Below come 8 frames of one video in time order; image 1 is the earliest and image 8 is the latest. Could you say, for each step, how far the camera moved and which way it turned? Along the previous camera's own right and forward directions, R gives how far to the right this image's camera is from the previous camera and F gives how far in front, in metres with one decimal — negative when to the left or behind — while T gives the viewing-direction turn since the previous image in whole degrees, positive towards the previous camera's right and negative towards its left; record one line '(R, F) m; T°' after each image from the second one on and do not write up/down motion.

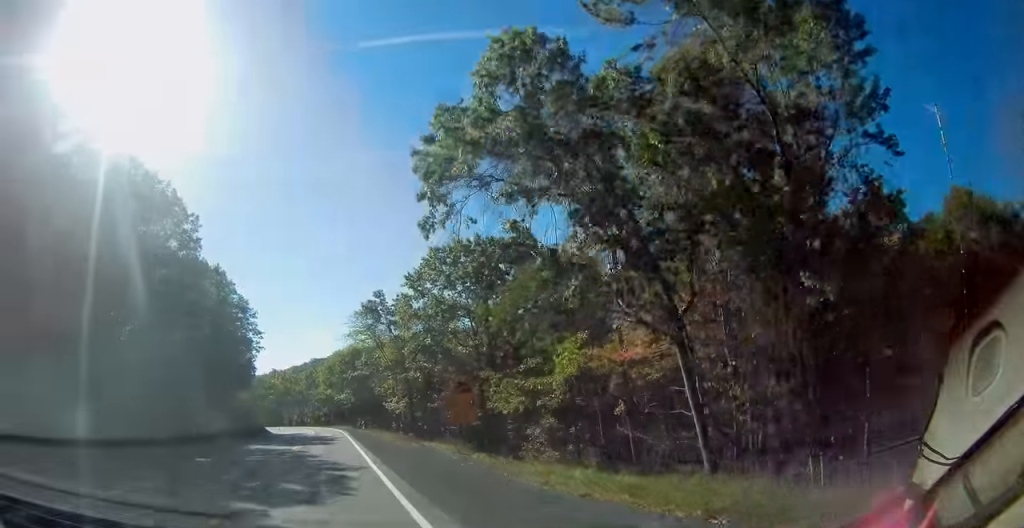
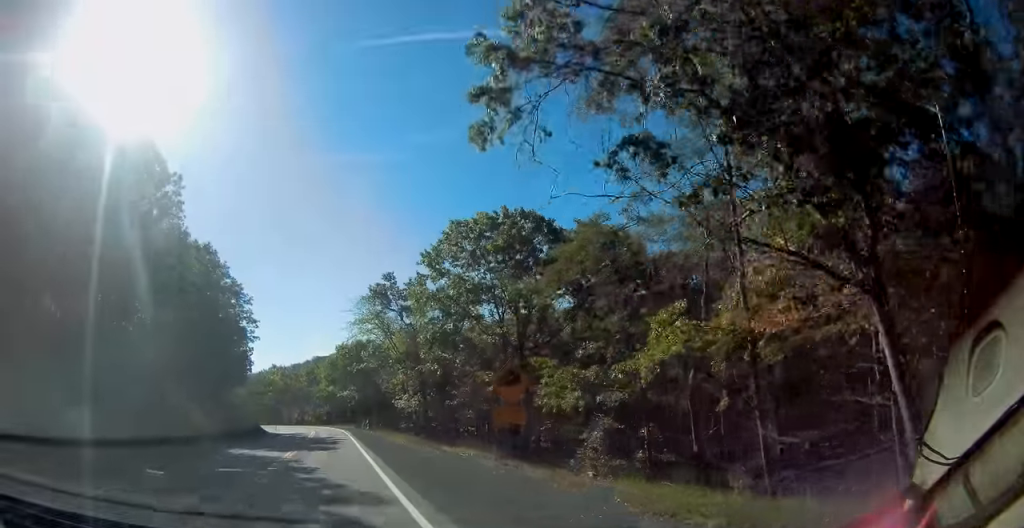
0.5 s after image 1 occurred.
(+0.1, +7.4) m; +1°
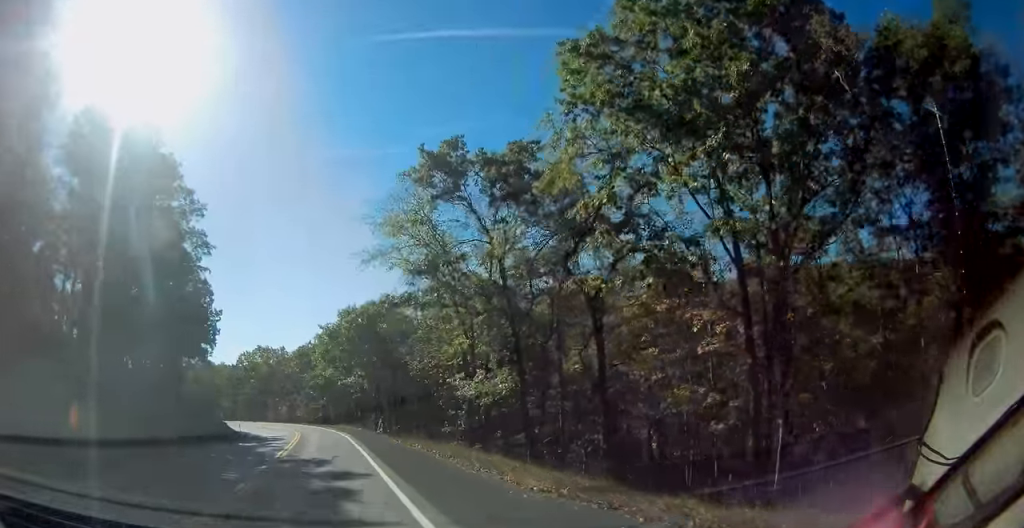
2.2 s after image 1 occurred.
(+0.1, +28.3) m; 0°
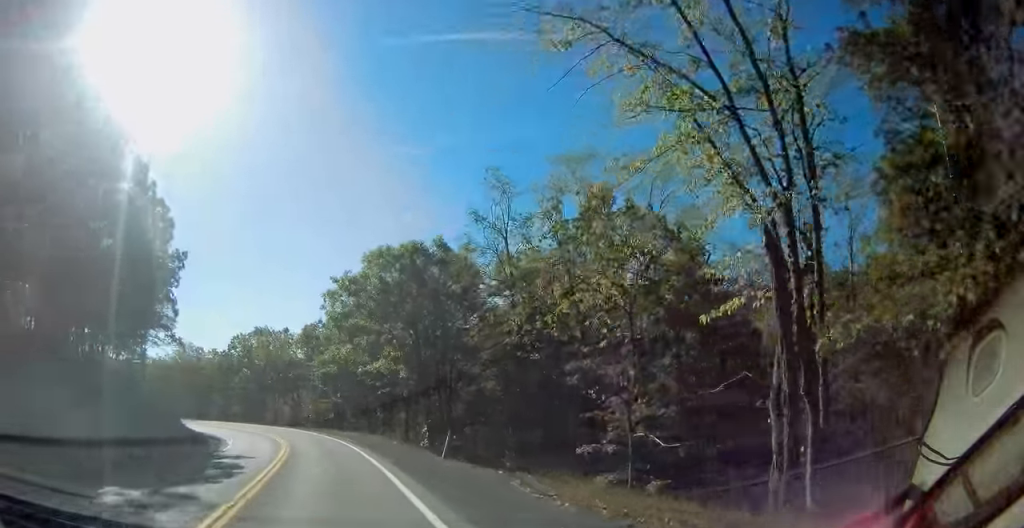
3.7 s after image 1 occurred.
(+0.1, +23.7) m; 0°
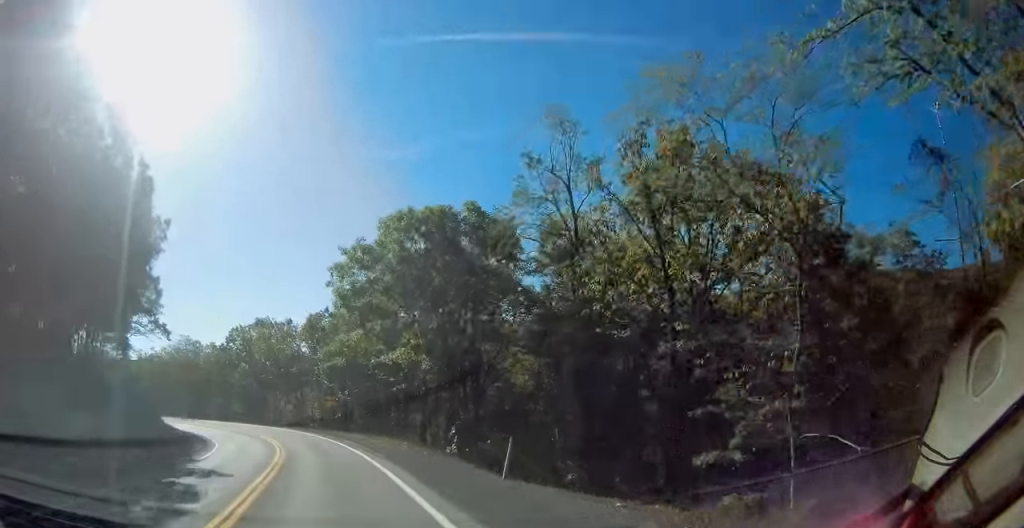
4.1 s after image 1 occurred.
(-0.1, +7.3) m; -1°
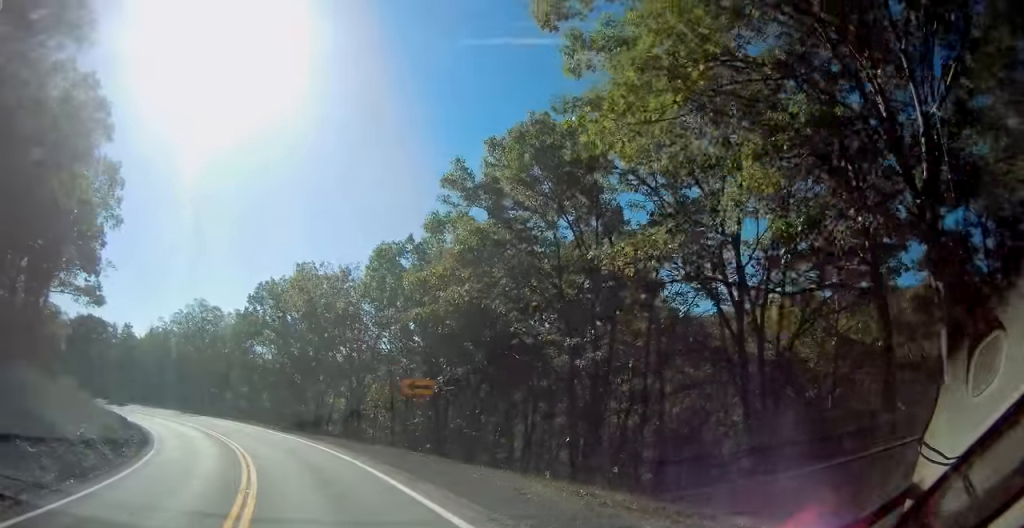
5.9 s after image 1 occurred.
(-1.3, +27.9) m; -6°
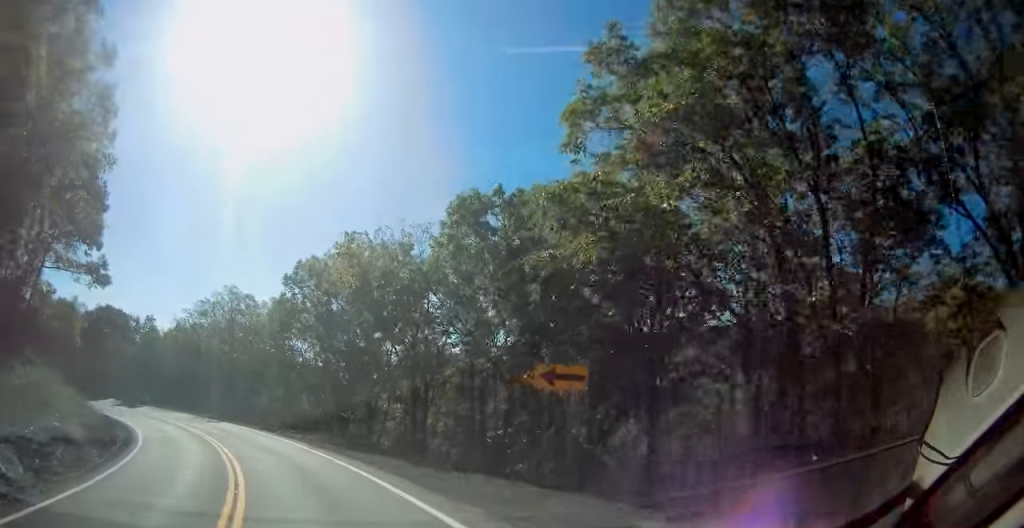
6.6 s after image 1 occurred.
(-0.2, +10.5) m; -3°
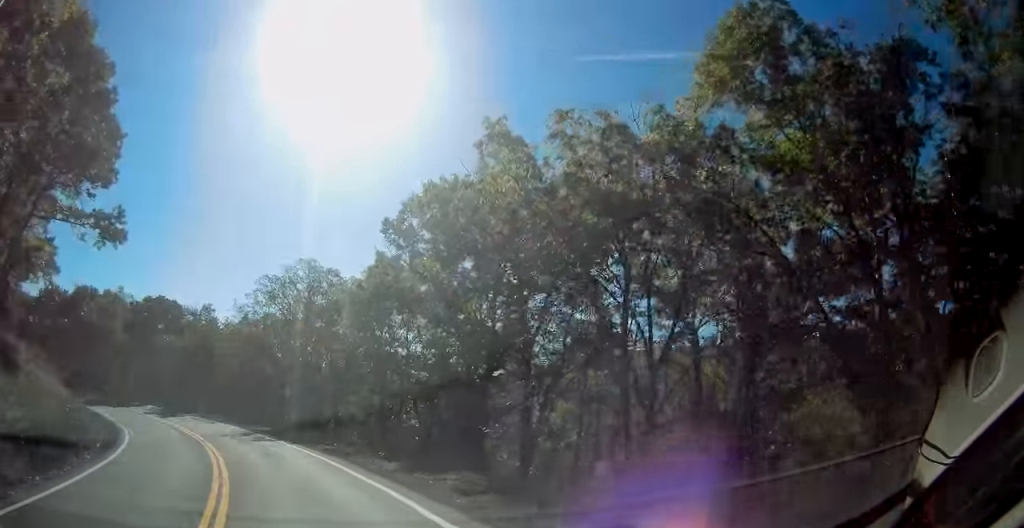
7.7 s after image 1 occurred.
(-0.6, +15.5) m; -8°
